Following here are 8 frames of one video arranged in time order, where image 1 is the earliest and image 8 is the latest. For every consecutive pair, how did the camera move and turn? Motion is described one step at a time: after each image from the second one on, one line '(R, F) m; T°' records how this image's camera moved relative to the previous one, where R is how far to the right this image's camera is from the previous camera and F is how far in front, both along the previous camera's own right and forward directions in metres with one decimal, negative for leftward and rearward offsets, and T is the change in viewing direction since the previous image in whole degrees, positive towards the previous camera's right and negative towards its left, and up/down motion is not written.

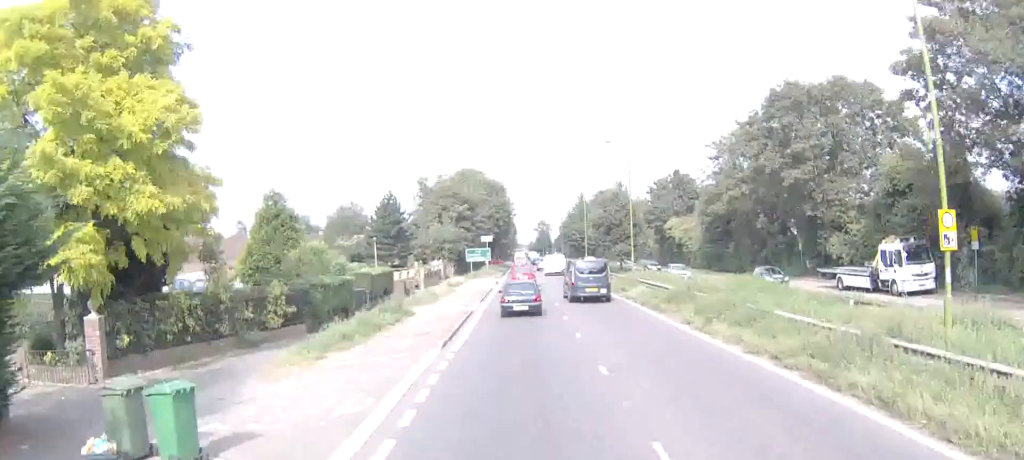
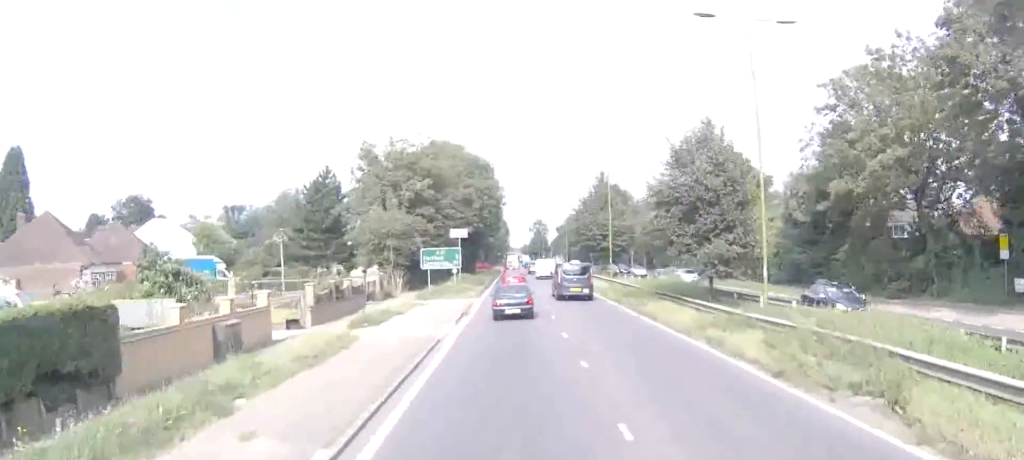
(-0.1, +28.7) m; -1°
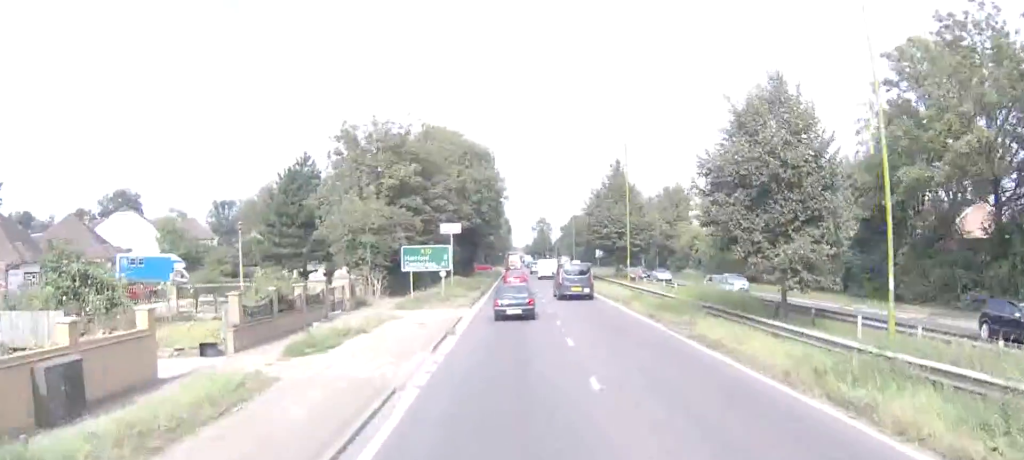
(-0.1, +7.9) m; 0°
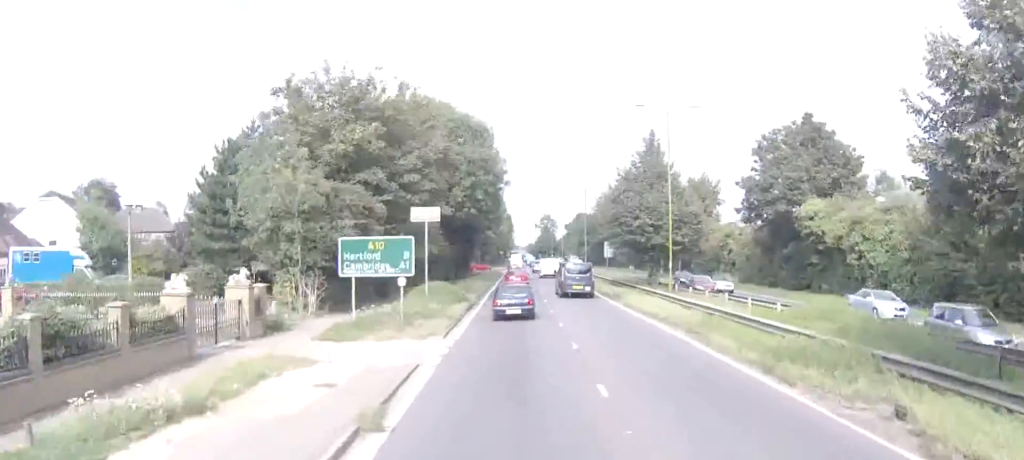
(0.0, +13.0) m; 0°
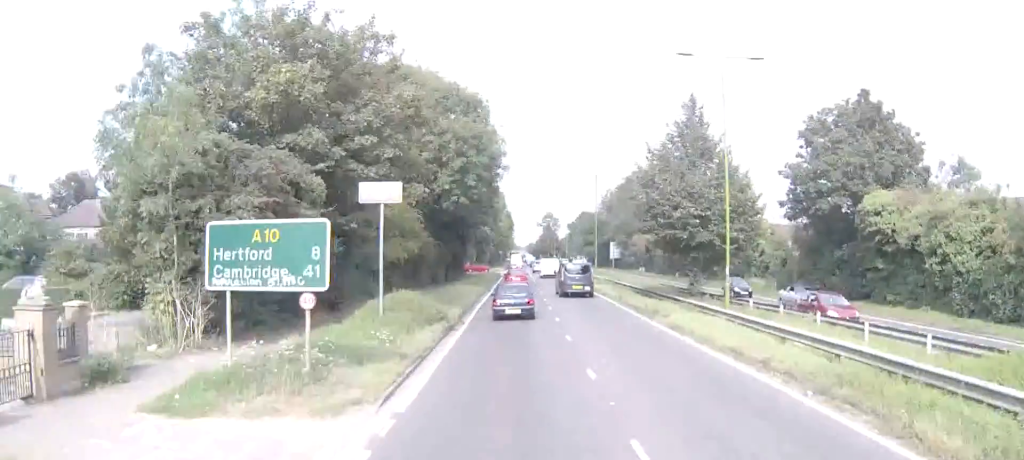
(0.0, +10.0) m; 0°
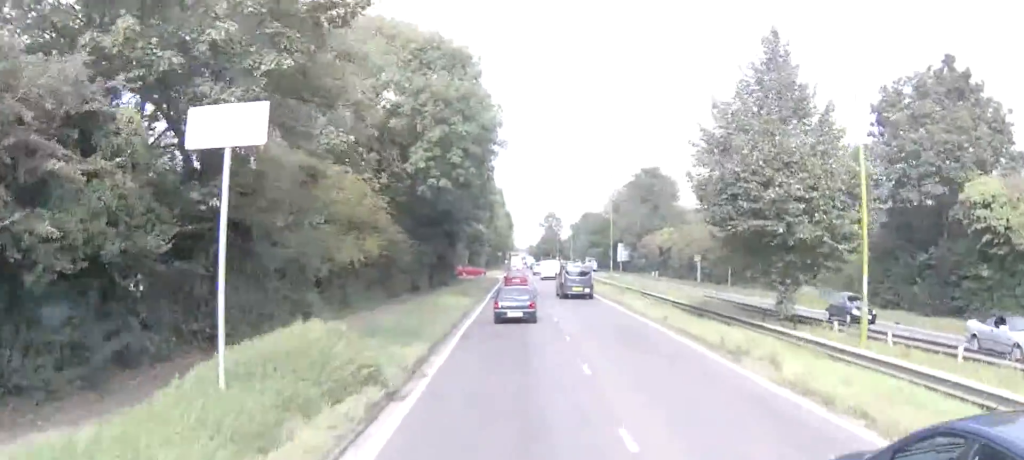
(0.0, +11.1) m; 0°
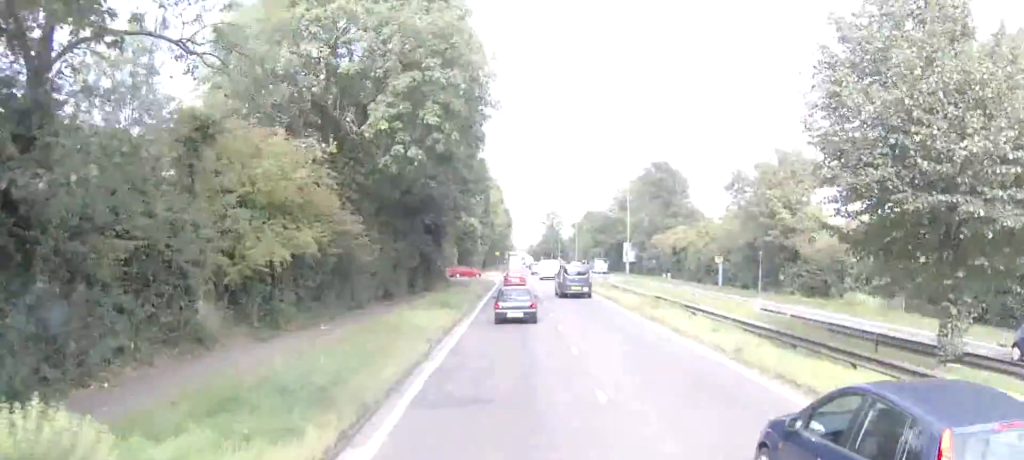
(0.0, +9.1) m; 0°
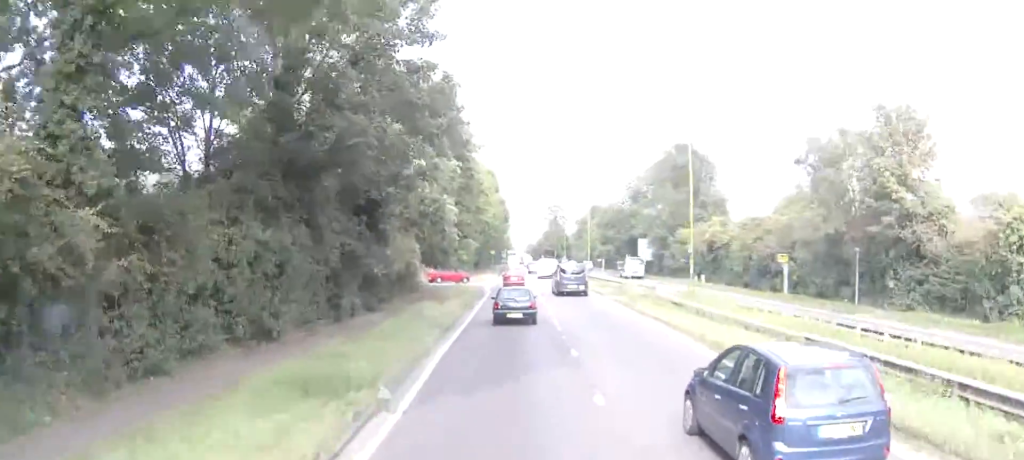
(0.0, +18.3) m; 0°
